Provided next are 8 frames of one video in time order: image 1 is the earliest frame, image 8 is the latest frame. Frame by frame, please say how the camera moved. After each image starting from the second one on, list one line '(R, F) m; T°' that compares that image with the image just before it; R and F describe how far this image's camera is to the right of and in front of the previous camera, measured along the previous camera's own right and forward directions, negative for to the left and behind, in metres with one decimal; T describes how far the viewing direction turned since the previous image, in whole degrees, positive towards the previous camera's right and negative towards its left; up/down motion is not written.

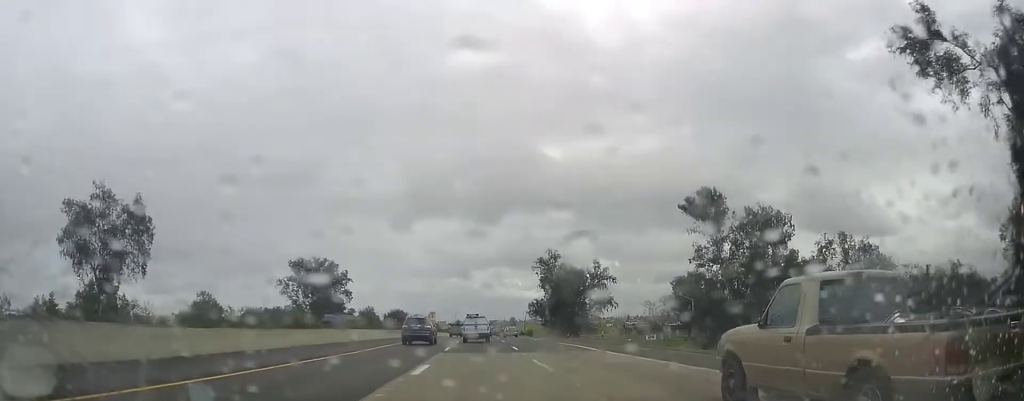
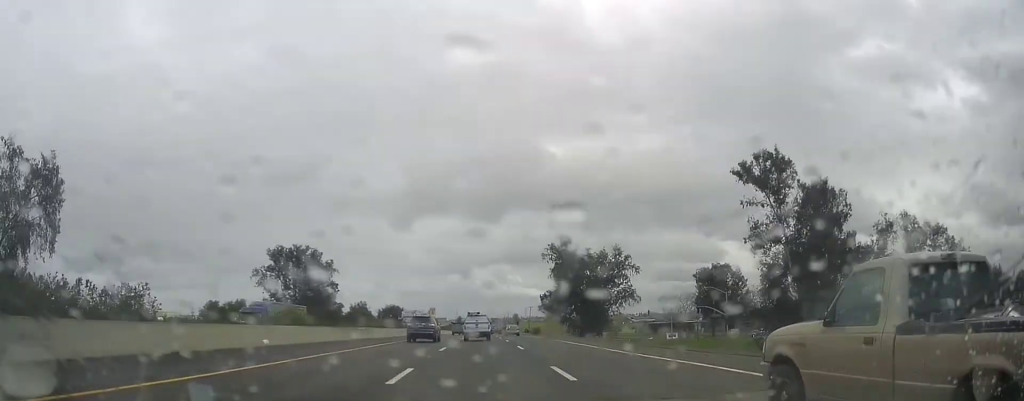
(+0.4, +18.4) m; +1°
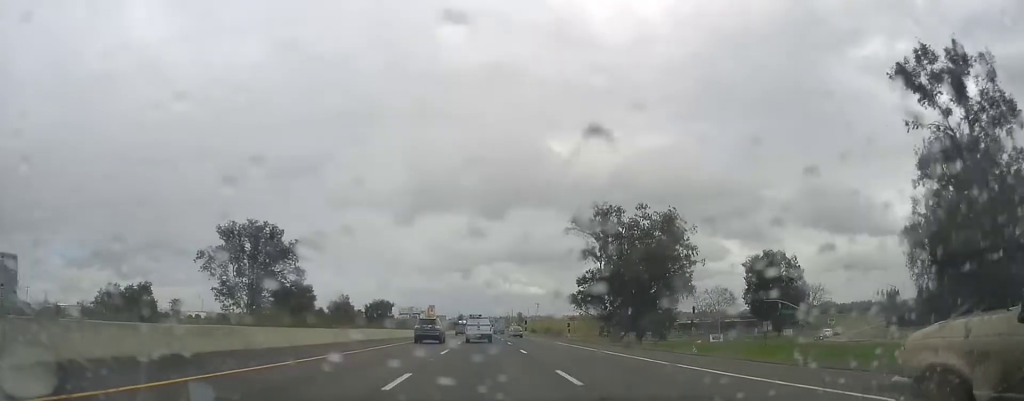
(+0.3, +30.1) m; 0°
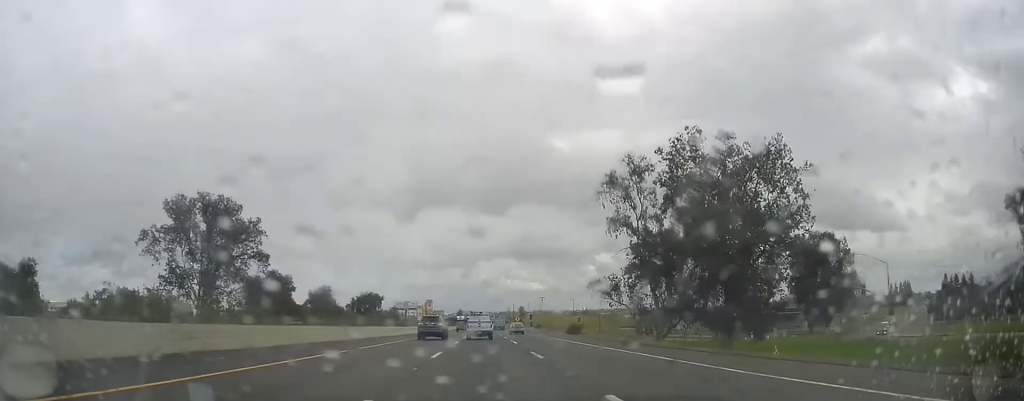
(-0.1, +20.4) m; -1°
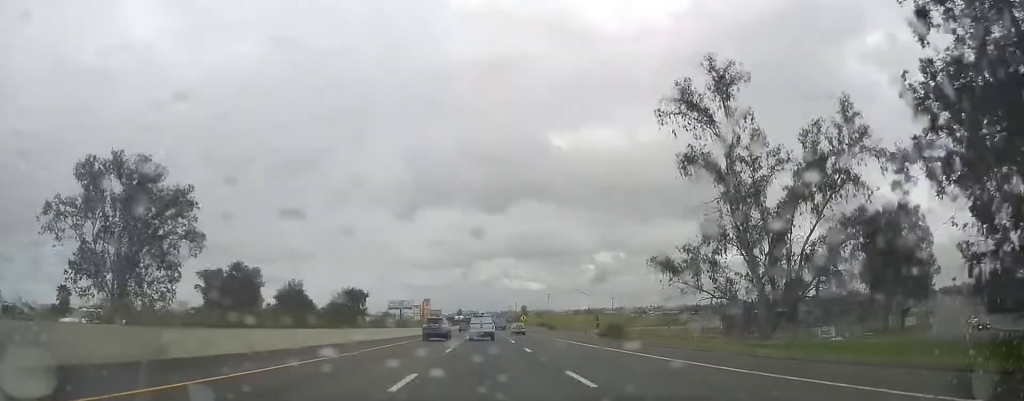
(-0.4, +23.4) m; 0°
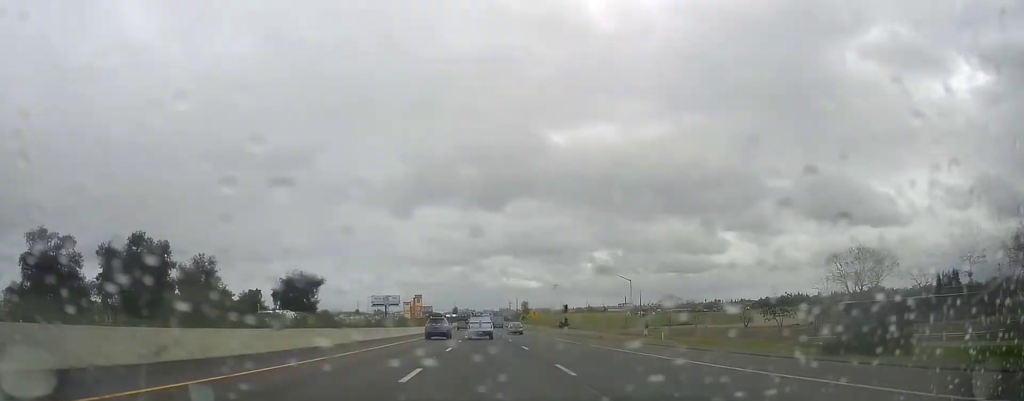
(+0.3, +43.2) m; -1°
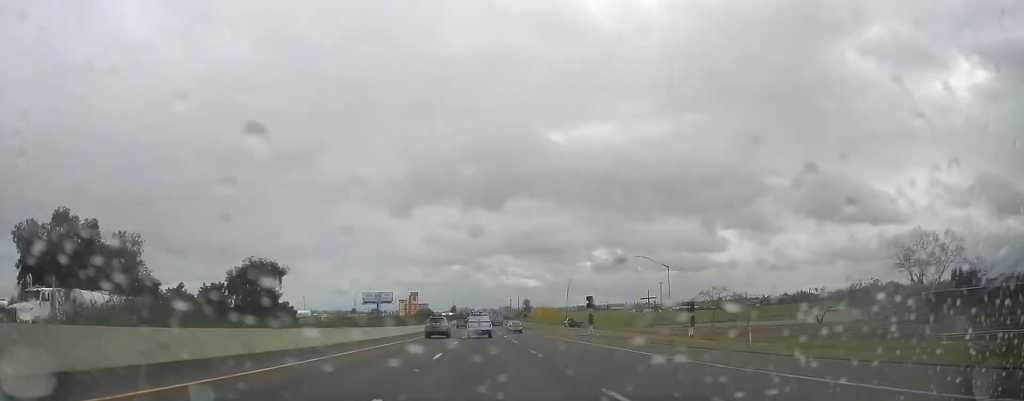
(-0.2, +21.8) m; 0°
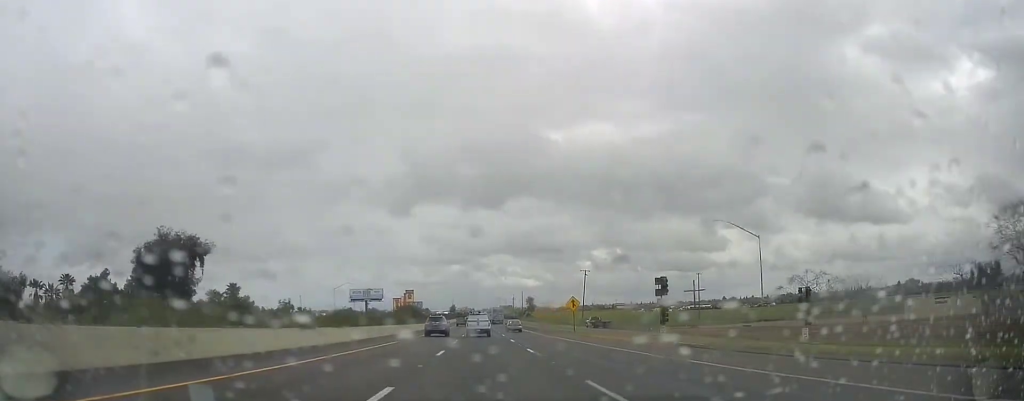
(+0.2, +26.9) m; +1°
